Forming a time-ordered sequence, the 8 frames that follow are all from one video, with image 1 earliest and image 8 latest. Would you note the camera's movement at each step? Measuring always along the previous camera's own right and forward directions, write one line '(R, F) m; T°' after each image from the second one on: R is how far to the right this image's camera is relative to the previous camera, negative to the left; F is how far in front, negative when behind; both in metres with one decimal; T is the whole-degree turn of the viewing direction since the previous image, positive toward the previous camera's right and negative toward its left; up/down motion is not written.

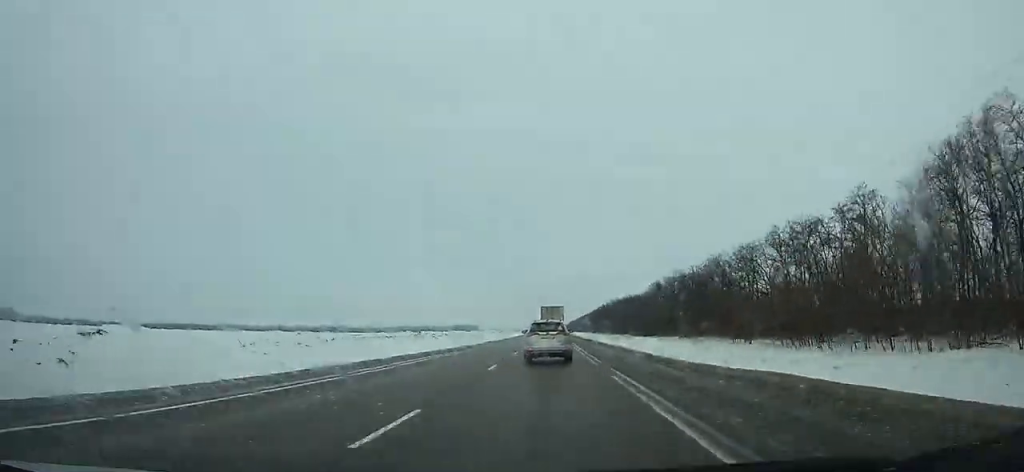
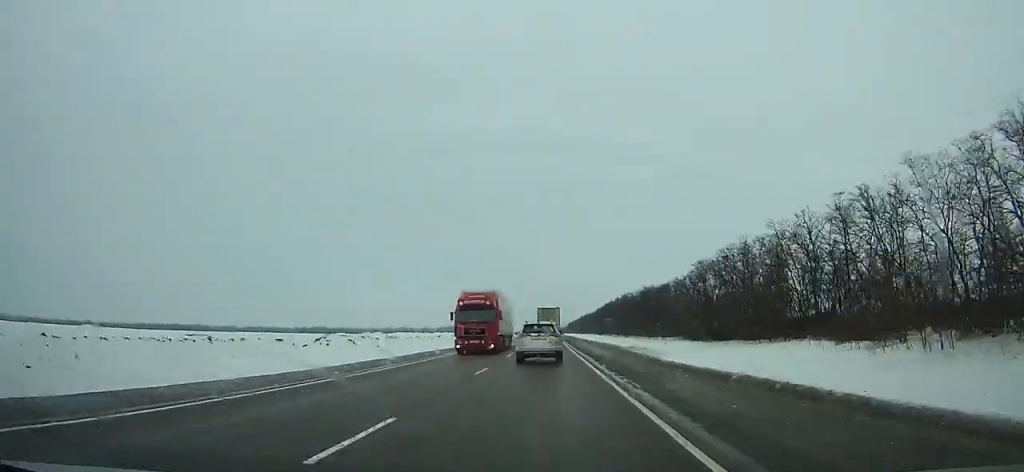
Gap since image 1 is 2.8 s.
(+3.6, +59.3) m; 0°
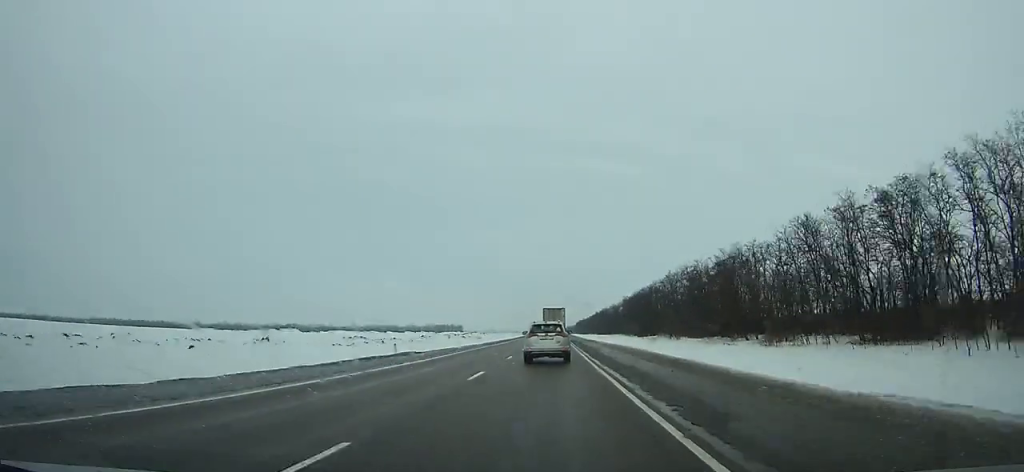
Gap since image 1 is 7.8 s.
(-8.3, +108.7) m; -5°
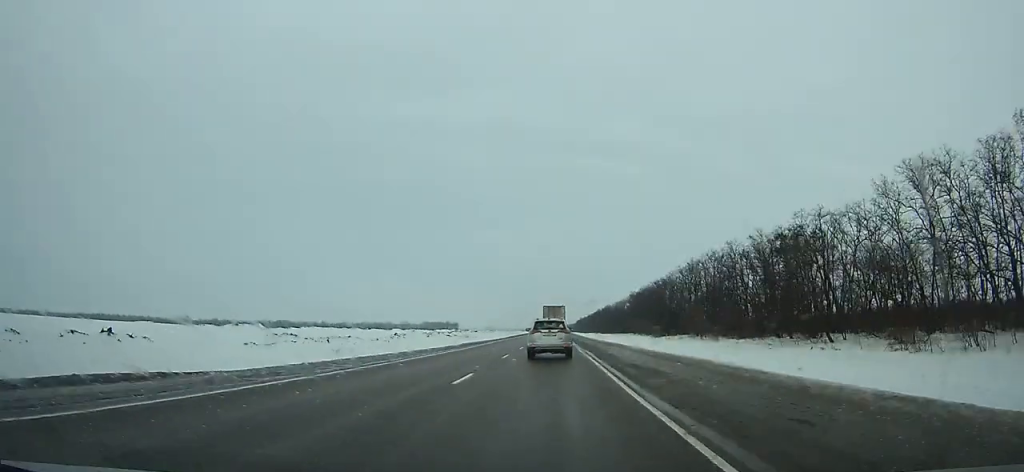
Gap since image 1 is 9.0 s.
(+1.0, +26.6) m; +1°
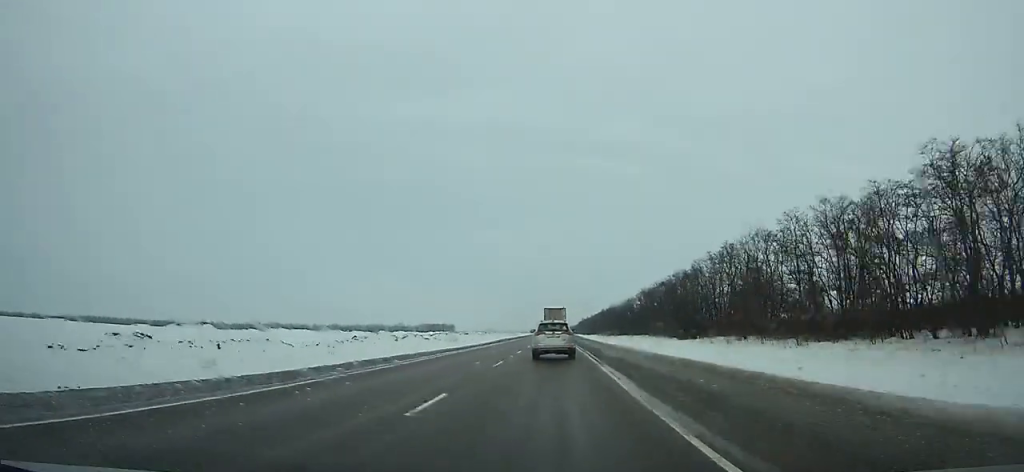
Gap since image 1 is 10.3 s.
(+0.5, +28.6) m; +1°
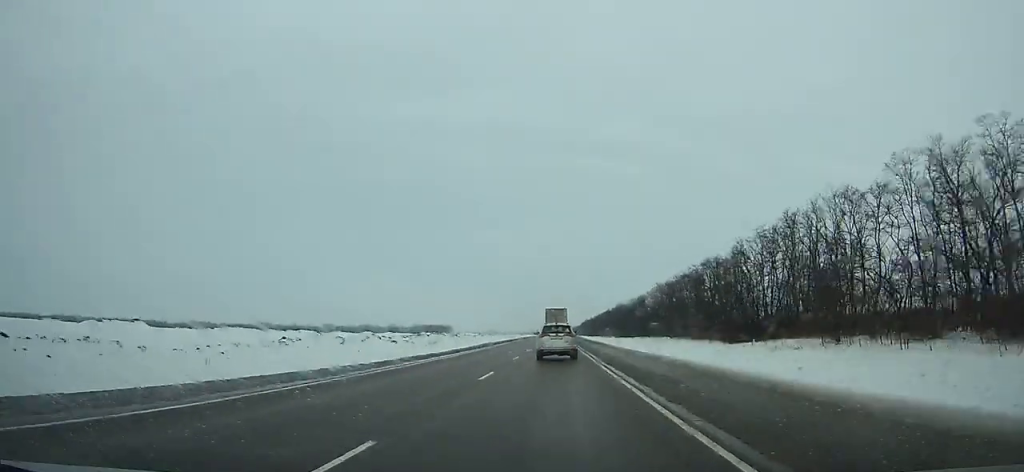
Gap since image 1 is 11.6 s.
(+0.1, +28.4) m; 0°
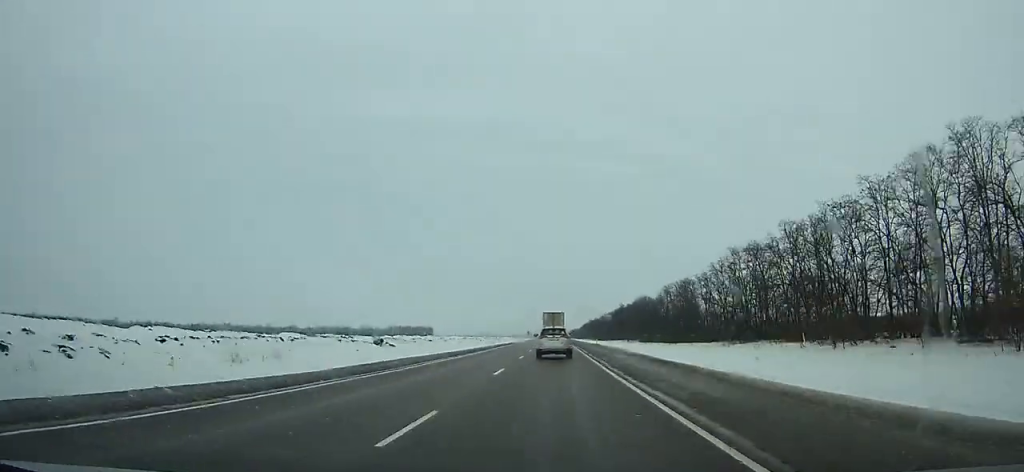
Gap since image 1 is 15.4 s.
(0.0, +82.3) m; 0°
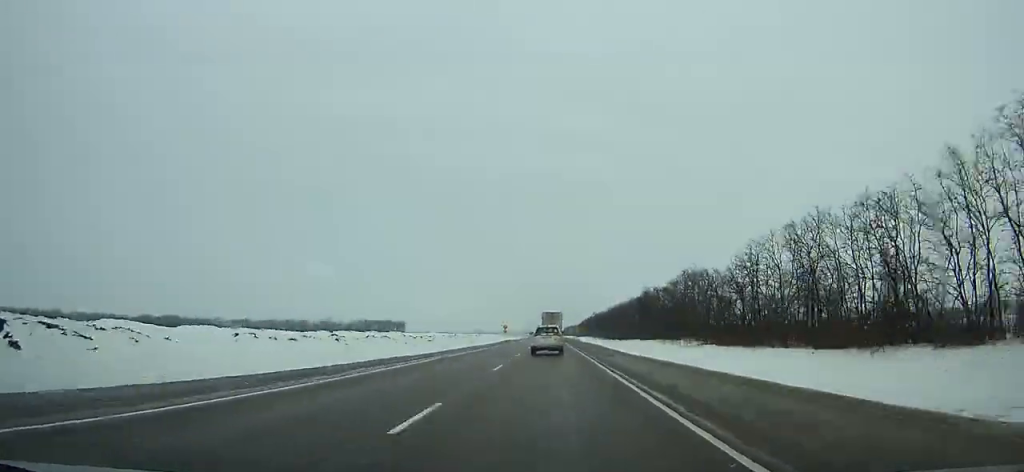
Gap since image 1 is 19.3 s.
(-0.1, +83.5) m; 0°
